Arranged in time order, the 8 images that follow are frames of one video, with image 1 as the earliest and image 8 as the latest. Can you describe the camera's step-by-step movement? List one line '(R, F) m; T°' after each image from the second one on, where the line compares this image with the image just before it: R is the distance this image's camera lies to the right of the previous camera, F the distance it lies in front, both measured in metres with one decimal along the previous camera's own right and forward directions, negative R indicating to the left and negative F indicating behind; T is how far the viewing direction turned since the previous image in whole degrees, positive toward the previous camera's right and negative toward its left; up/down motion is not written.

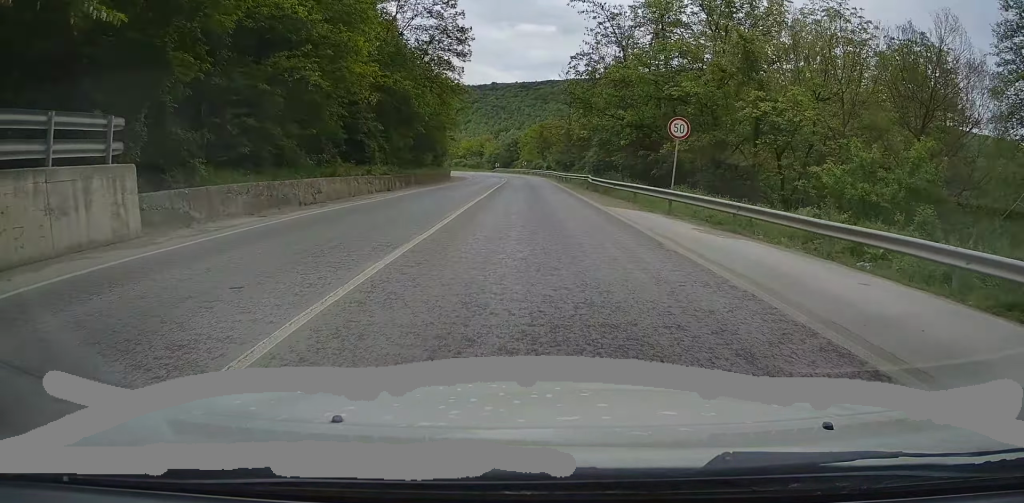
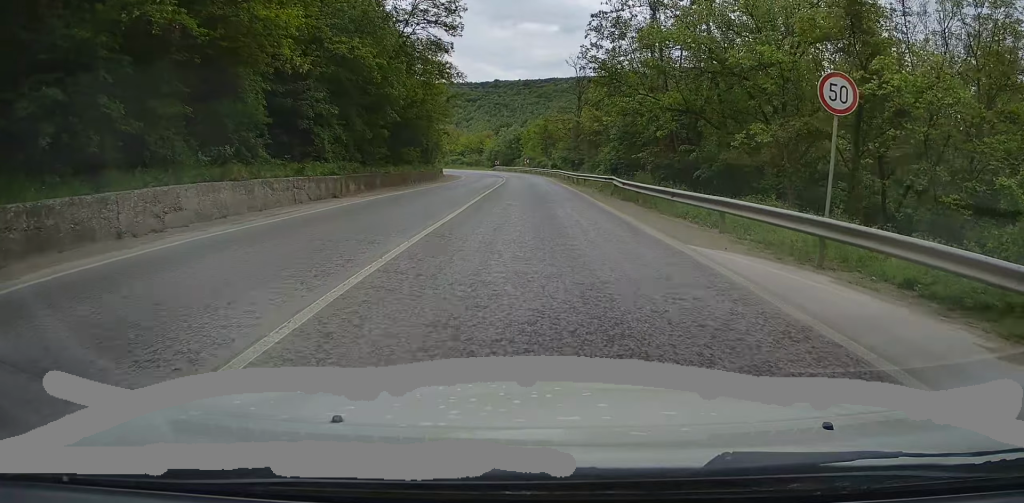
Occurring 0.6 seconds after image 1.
(-0.2, +11.2) m; -1°
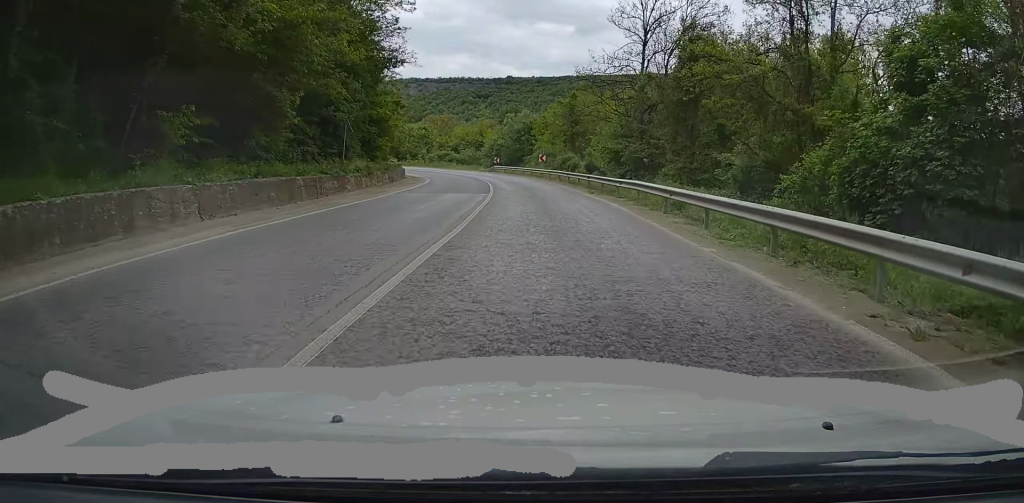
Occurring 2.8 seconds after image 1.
(-0.6, +38.4) m; -1°
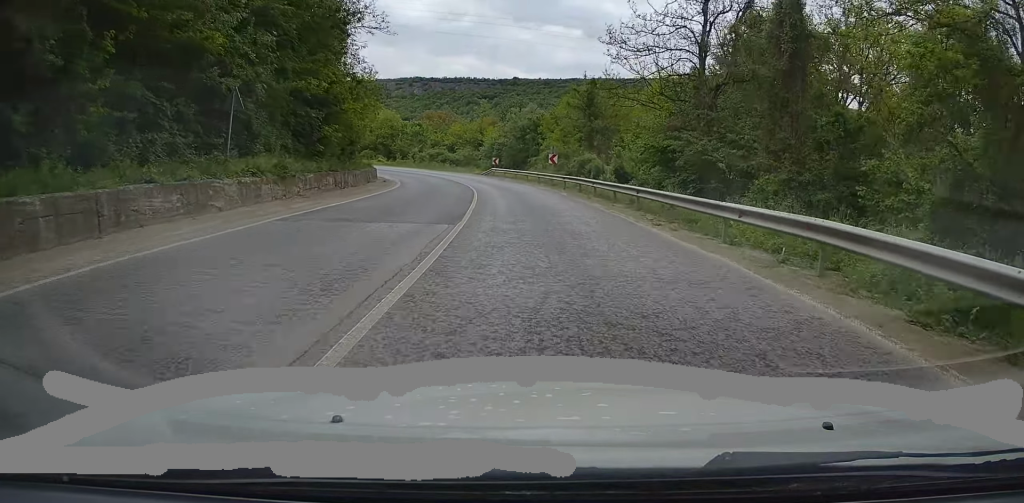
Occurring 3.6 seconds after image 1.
(-0.1, +13.9) m; -1°
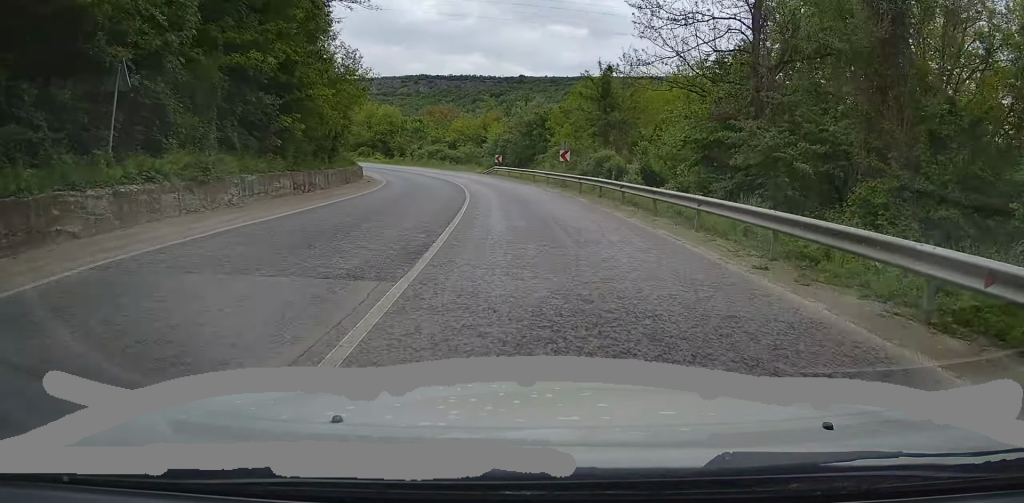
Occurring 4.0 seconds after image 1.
(0.0, +6.6) m; -1°
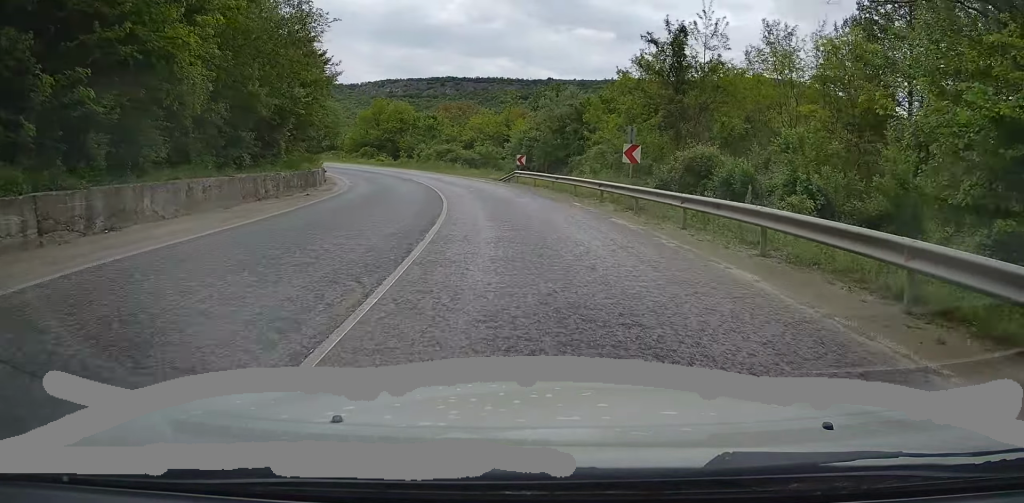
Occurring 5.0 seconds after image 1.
(-0.2, +15.5) m; -3°
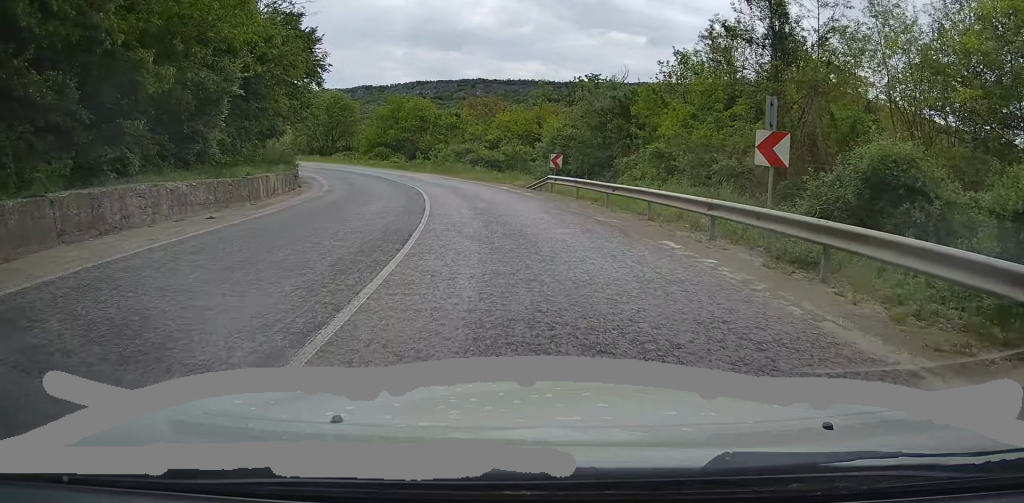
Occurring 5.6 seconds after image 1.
(-0.2, +10.0) m; -3°
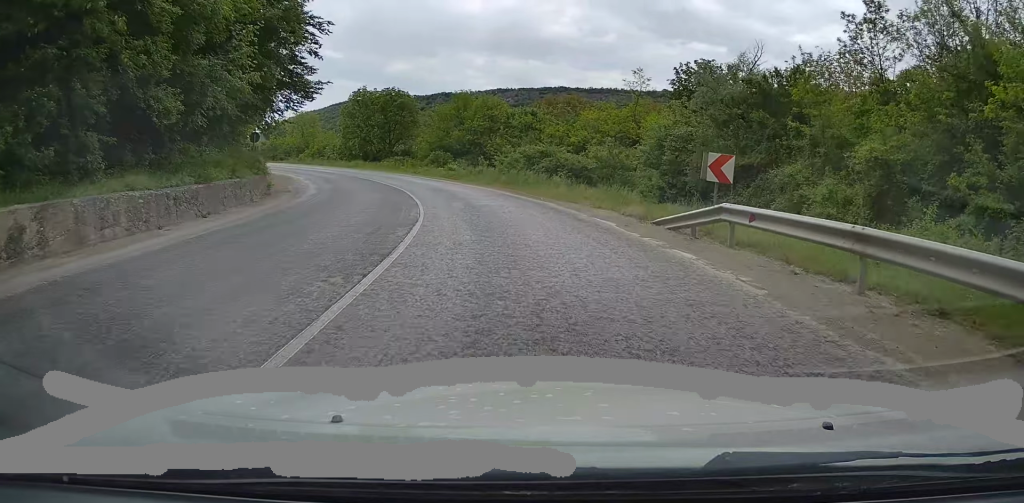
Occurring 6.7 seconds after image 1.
(-0.8, +16.3) m; -7°
